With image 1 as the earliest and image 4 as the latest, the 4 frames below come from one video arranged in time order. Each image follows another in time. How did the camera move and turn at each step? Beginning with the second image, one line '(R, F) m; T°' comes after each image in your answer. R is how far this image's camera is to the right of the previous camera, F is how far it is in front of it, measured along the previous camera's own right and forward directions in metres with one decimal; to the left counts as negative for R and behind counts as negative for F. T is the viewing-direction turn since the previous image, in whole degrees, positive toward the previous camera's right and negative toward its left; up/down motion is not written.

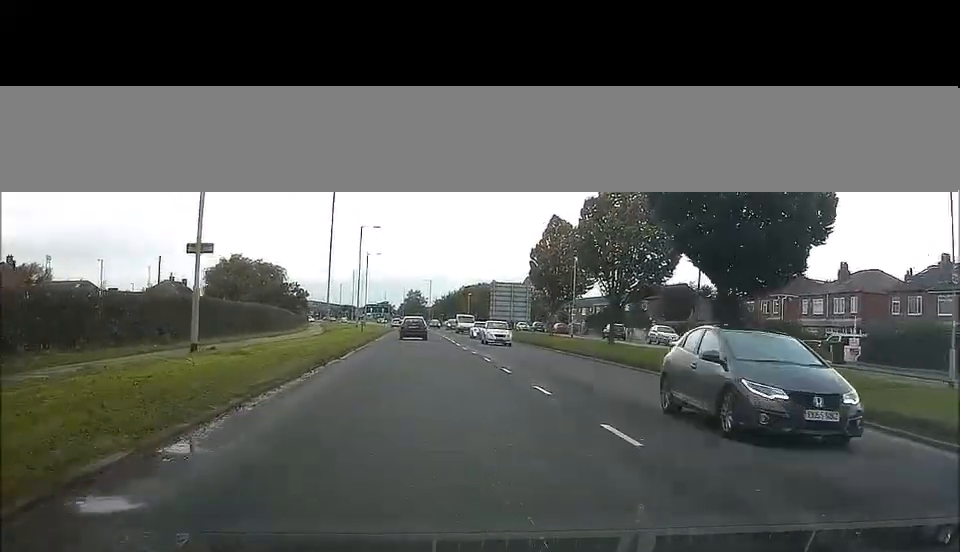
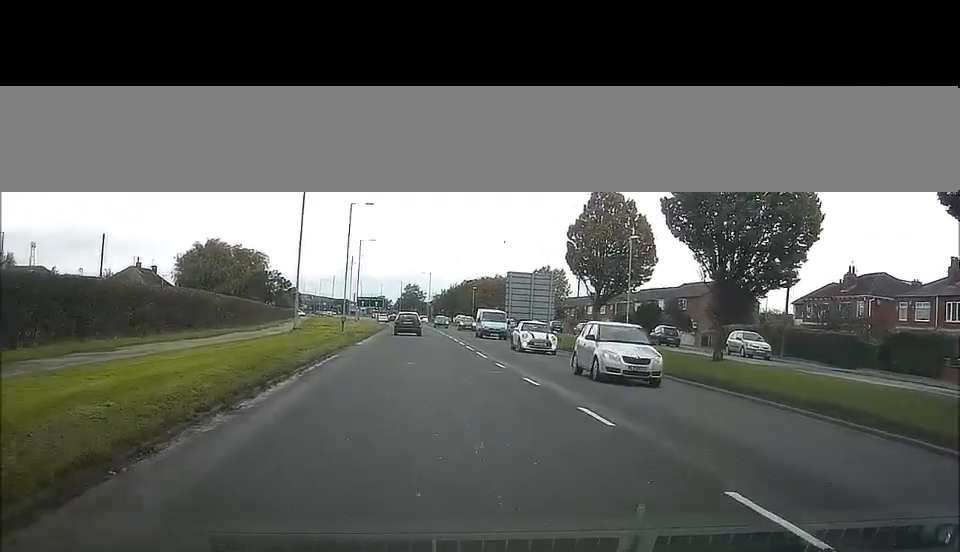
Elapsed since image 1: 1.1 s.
(-0.2, +16.1) m; 0°
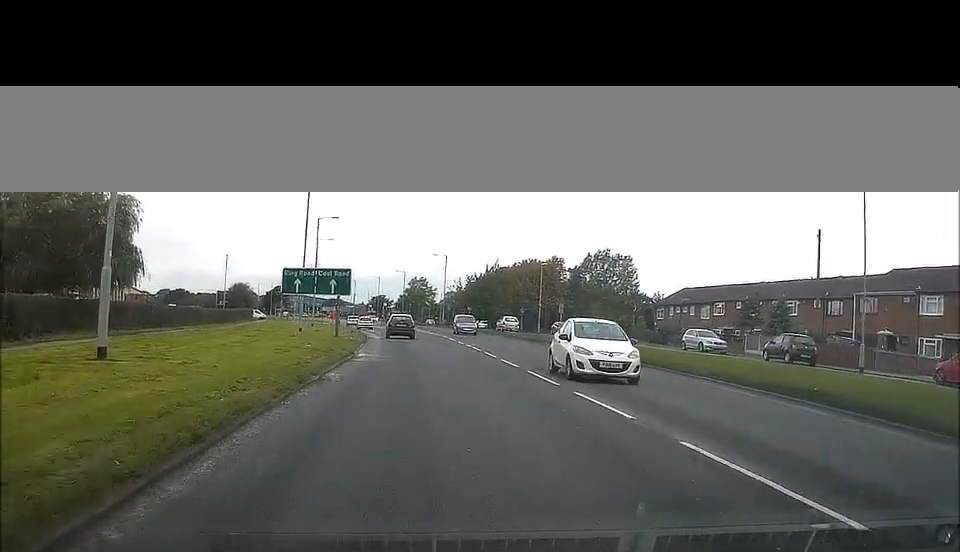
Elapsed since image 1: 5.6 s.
(+0.5, +66.1) m; 0°
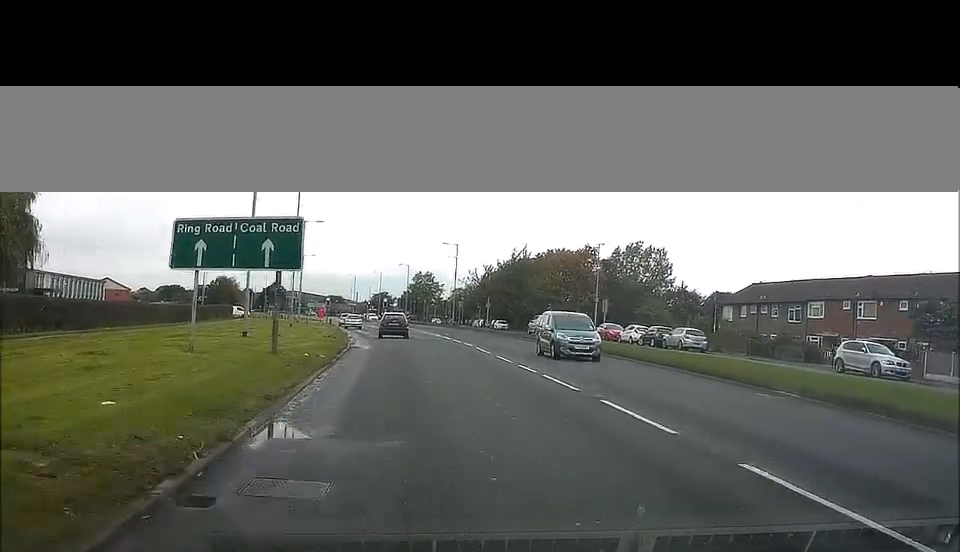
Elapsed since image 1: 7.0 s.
(-0.1, +19.7) m; 0°
